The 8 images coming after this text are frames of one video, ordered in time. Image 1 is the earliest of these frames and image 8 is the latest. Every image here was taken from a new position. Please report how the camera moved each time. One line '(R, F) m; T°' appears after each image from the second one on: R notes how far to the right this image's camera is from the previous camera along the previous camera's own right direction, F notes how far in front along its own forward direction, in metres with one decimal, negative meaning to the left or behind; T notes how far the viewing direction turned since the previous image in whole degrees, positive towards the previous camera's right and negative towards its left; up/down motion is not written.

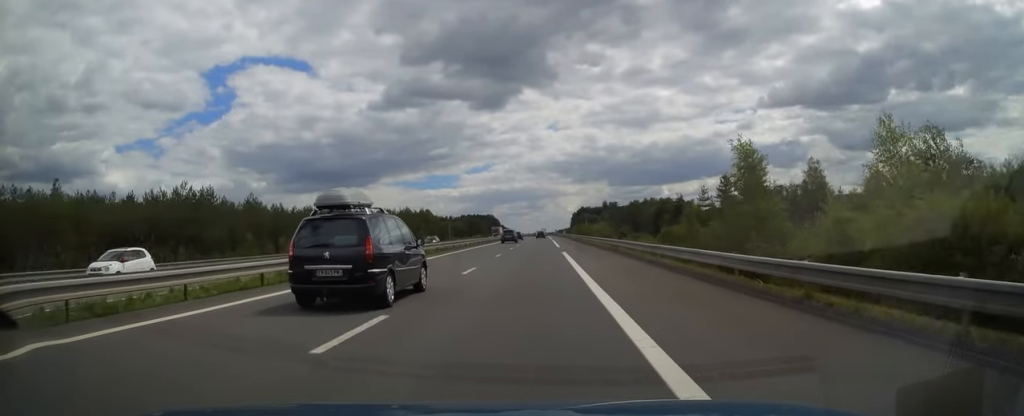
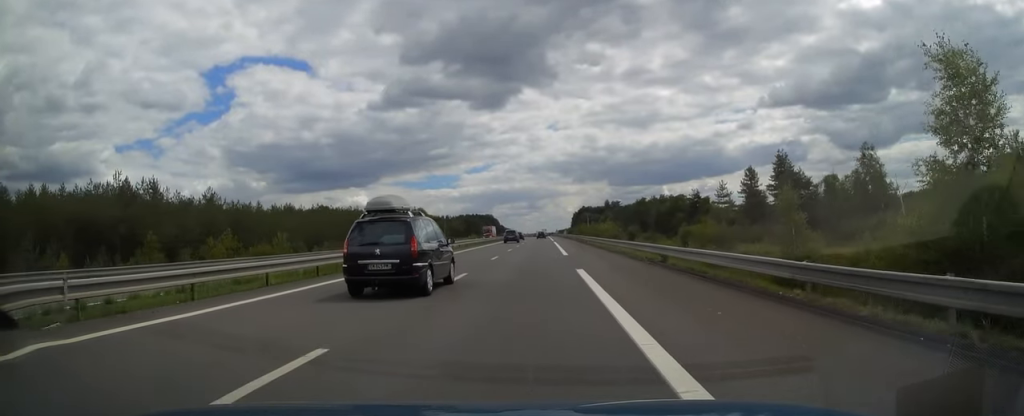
(0.0, +15.7) m; 0°
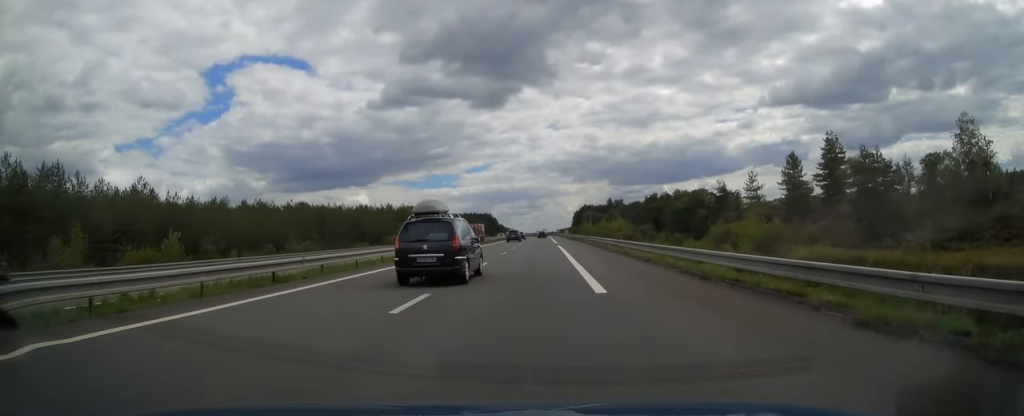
(0.0, +19.6) m; 0°
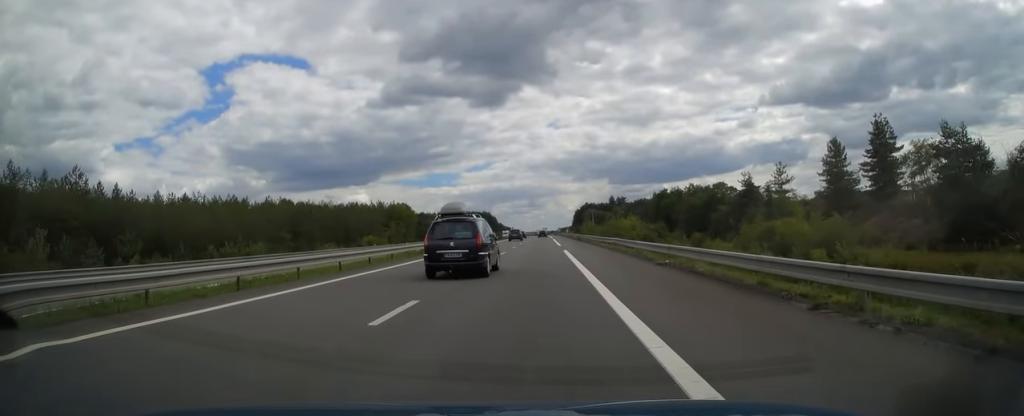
(0.0, +14.3) m; 0°
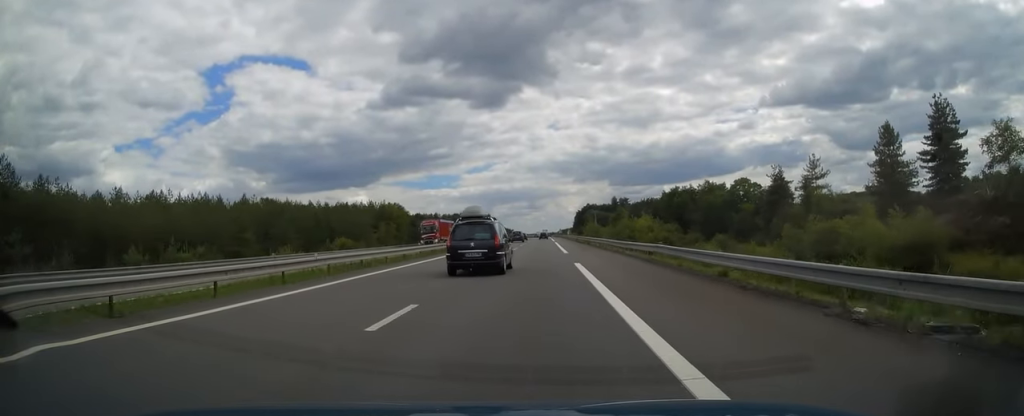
(0.0, +13.3) m; 0°
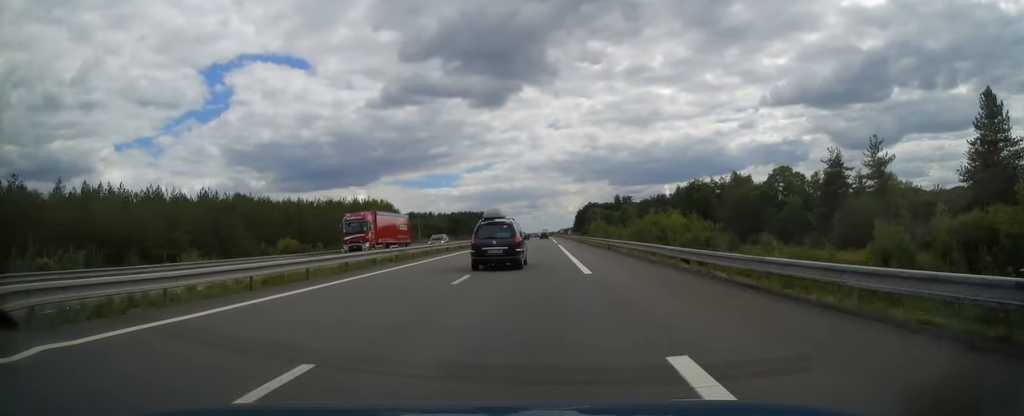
(0.0, +18.2) m; 0°
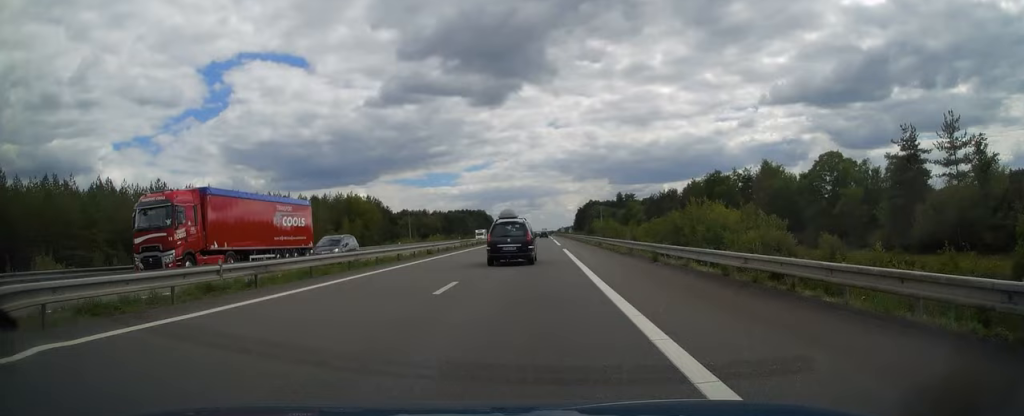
(0.0, +15.7) m; 0°
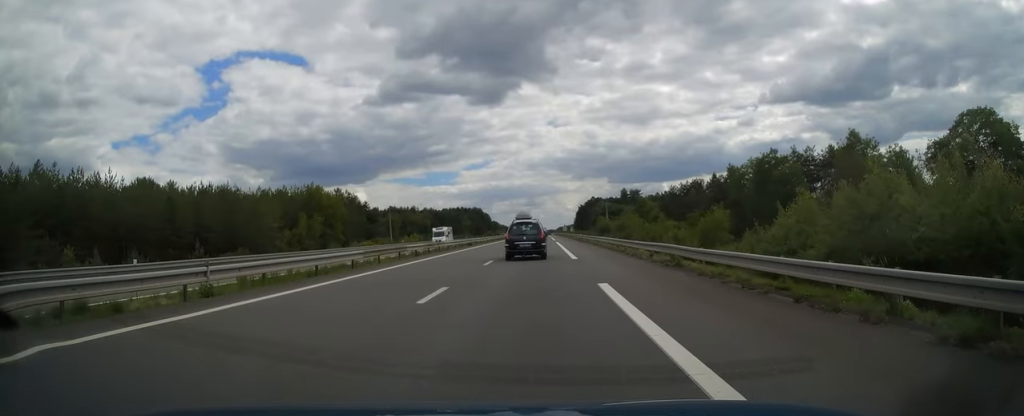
(0.0, +27.6) m; 0°
